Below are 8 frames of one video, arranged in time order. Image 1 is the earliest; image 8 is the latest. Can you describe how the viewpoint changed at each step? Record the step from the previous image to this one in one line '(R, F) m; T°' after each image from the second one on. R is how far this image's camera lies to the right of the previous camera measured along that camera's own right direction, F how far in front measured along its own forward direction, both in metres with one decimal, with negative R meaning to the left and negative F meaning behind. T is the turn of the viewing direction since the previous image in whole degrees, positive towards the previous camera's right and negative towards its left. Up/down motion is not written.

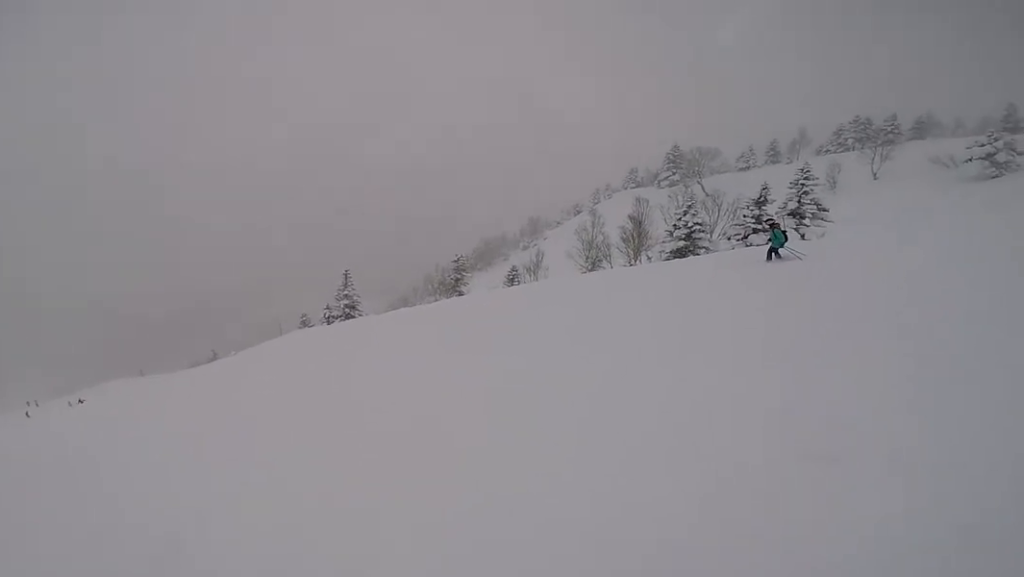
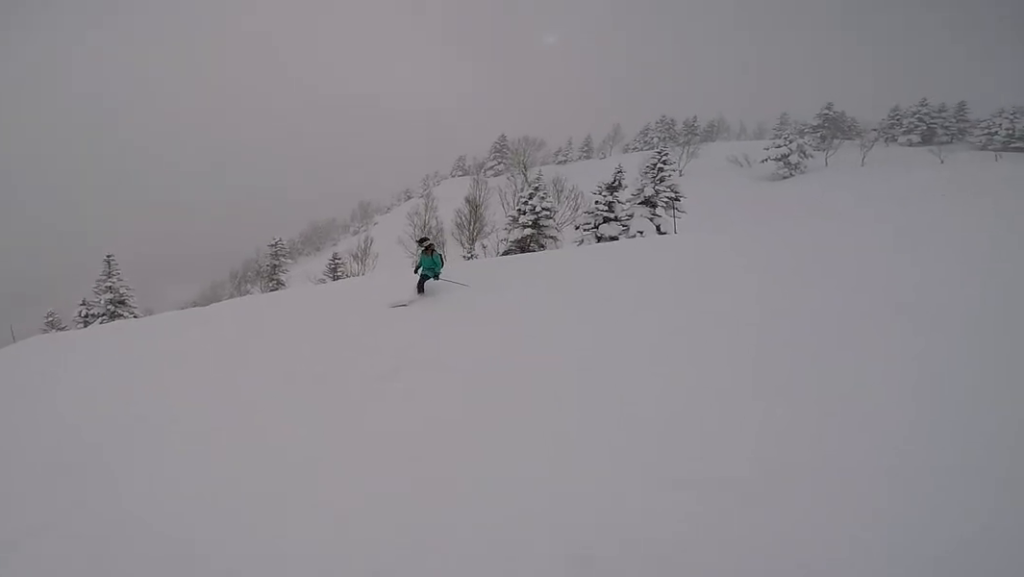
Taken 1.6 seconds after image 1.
(+1.5, +6.2) m; +28°
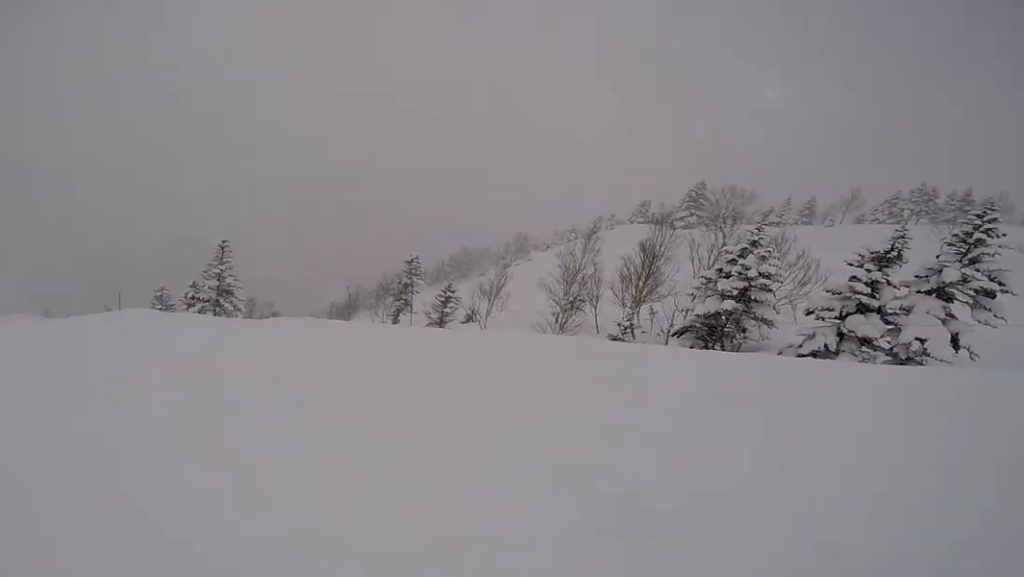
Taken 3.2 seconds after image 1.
(-1.4, +6.6) m; -36°
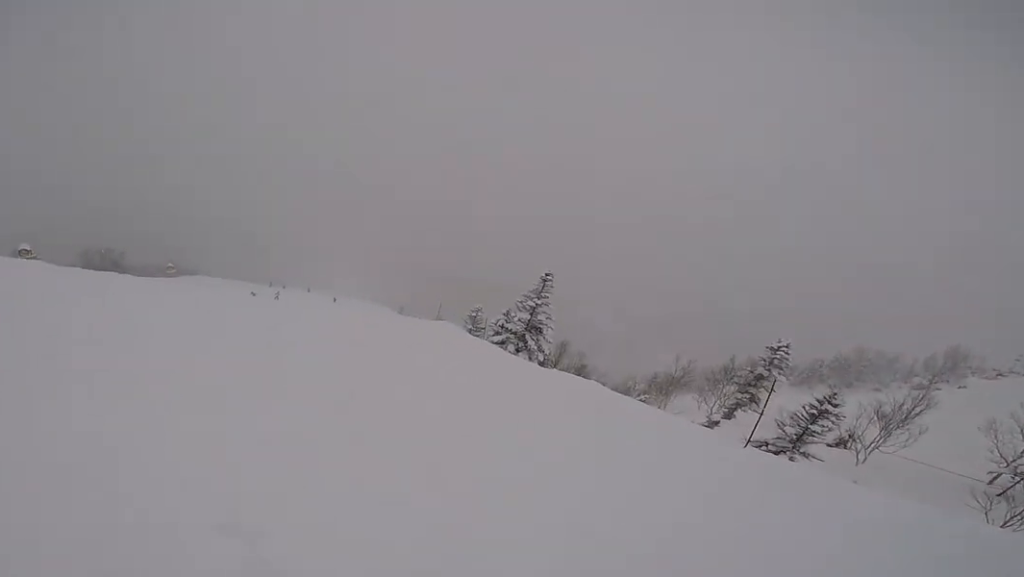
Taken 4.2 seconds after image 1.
(-1.1, +4.5) m; -22°
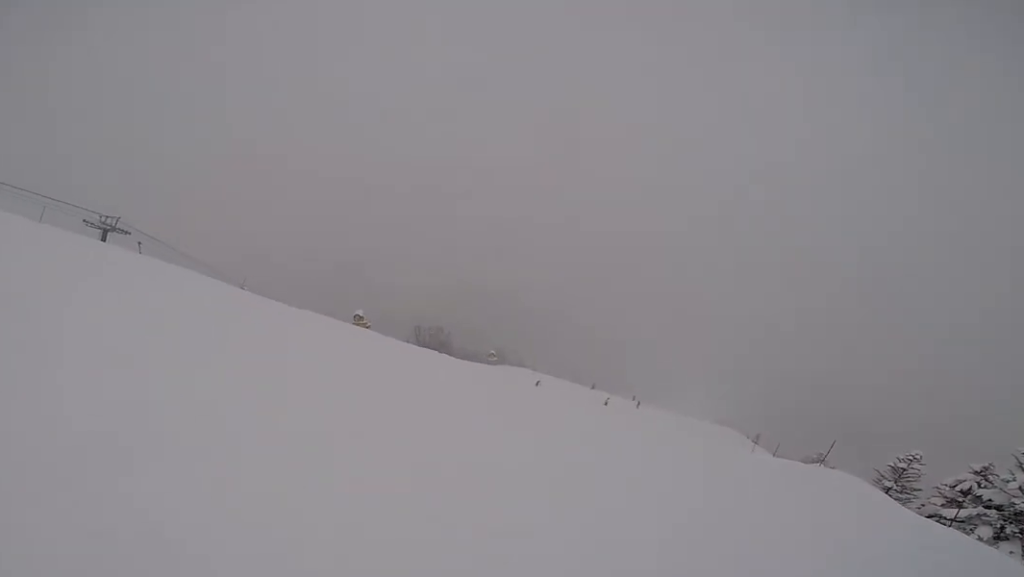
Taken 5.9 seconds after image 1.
(-2.3, +6.8) m; -52°
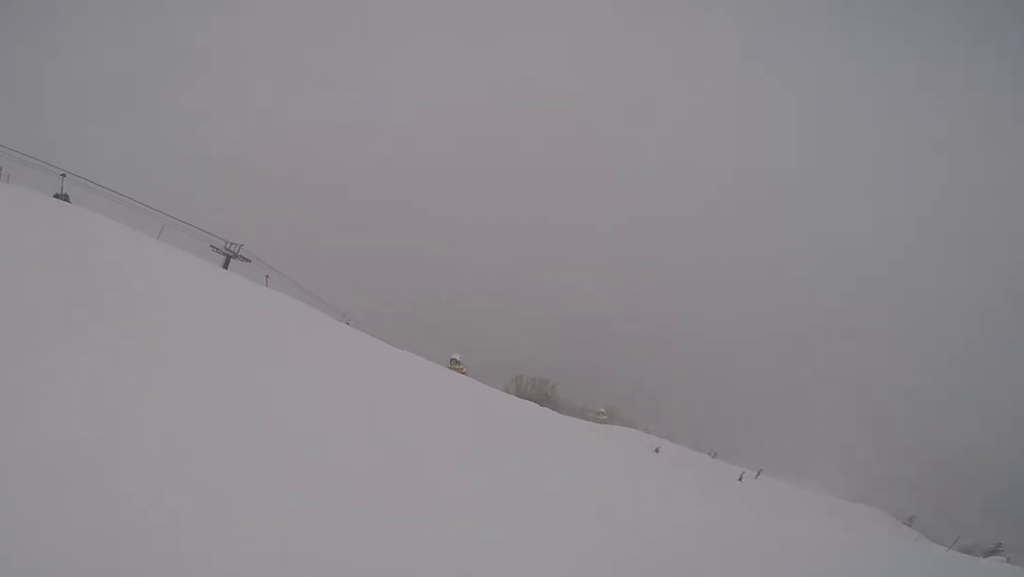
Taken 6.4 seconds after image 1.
(-0.5, +2.2) m; -20°
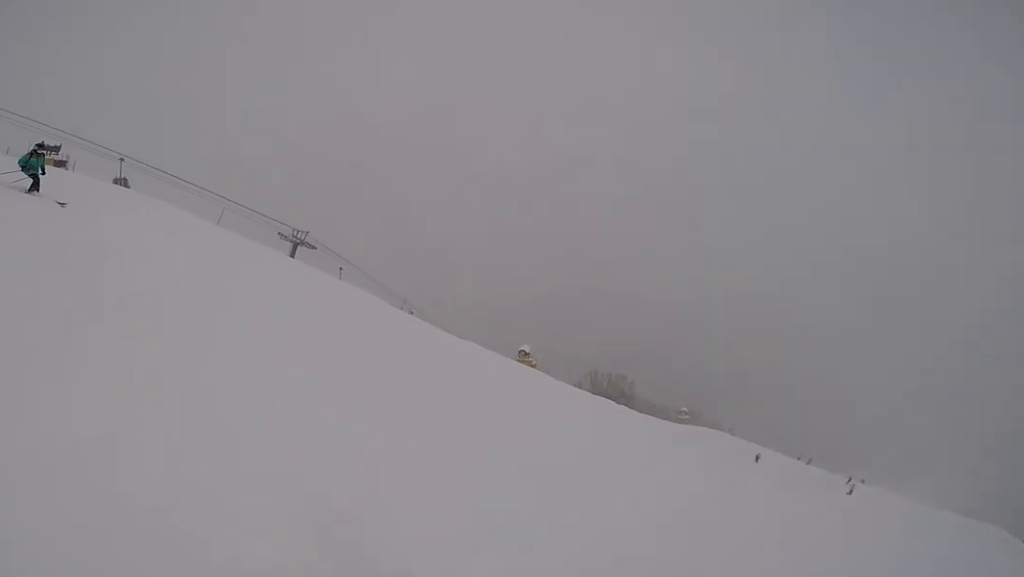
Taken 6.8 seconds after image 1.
(-0.3, +1.9) m; -11°
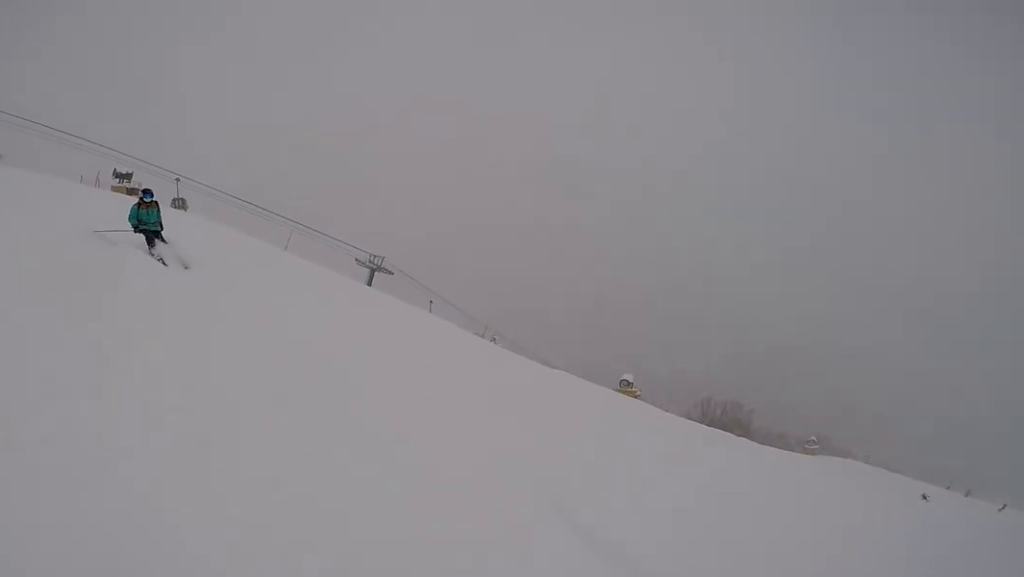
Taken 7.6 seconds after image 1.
(-0.8, +3.2) m; -6°
